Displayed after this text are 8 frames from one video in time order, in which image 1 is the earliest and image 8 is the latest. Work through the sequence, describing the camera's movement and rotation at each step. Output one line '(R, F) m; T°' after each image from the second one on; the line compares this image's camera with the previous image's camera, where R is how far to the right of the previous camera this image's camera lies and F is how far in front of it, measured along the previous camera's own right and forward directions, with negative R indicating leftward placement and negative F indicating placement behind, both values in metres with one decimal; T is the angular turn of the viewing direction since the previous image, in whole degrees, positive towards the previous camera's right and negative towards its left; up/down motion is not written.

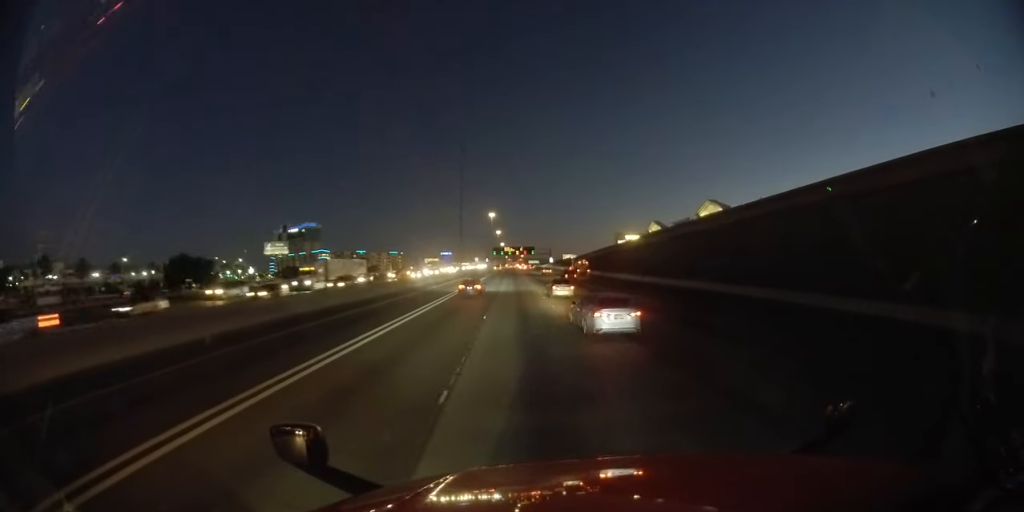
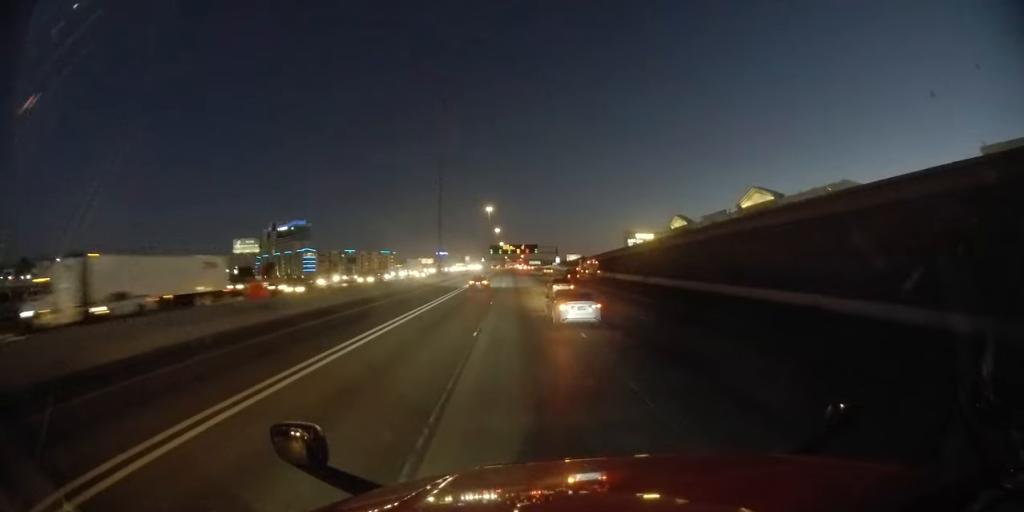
(-0.3, +29.3) m; 0°
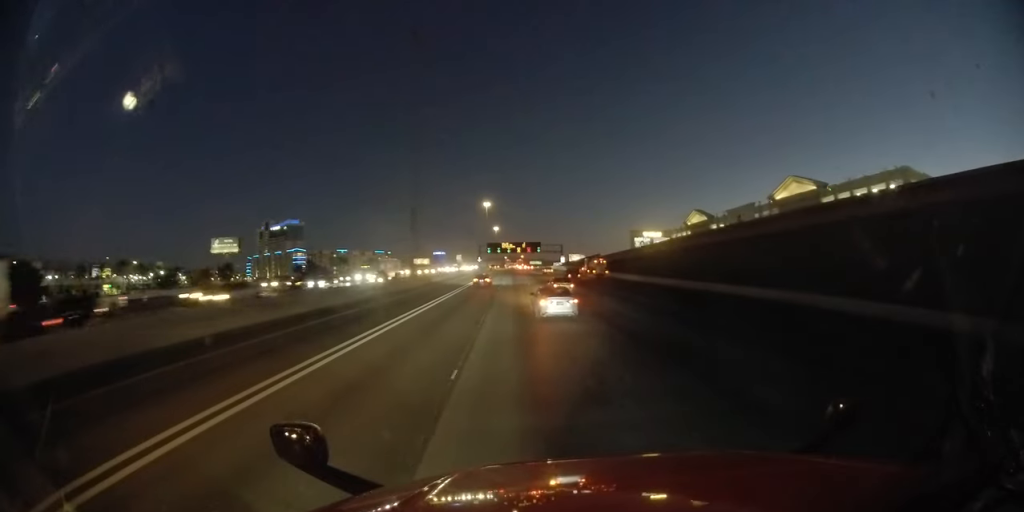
(+0.2, +17.7) m; +1°
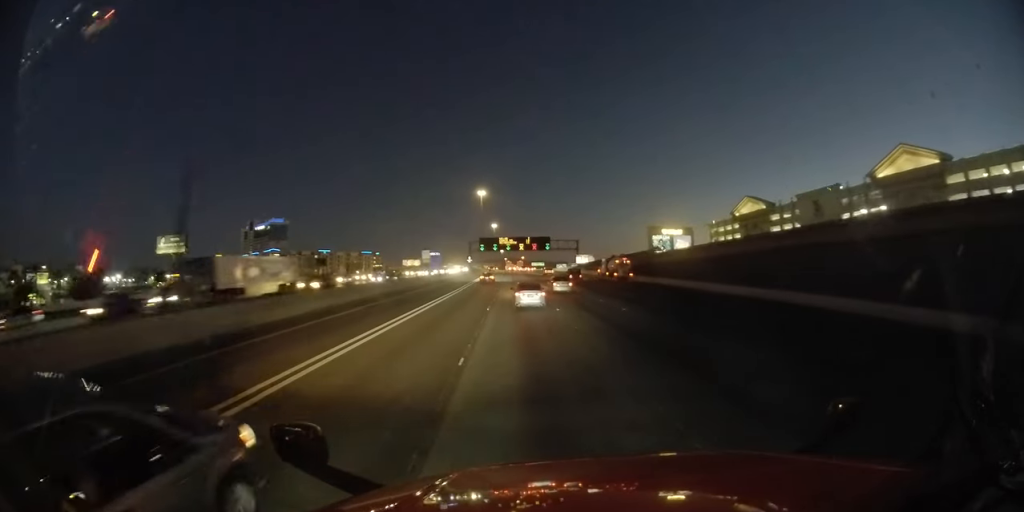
(+0.1, +36.7) m; 0°
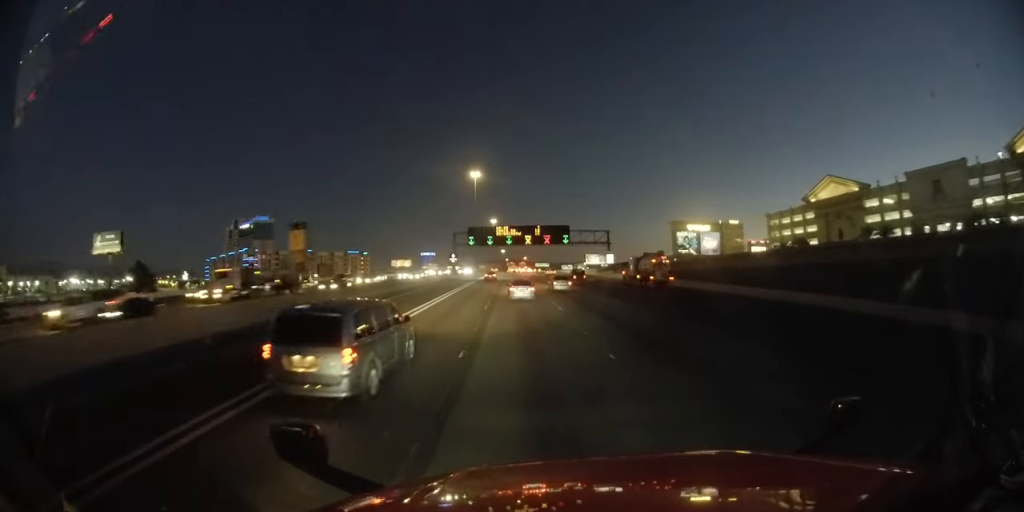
(-0.2, +35.4) m; 0°
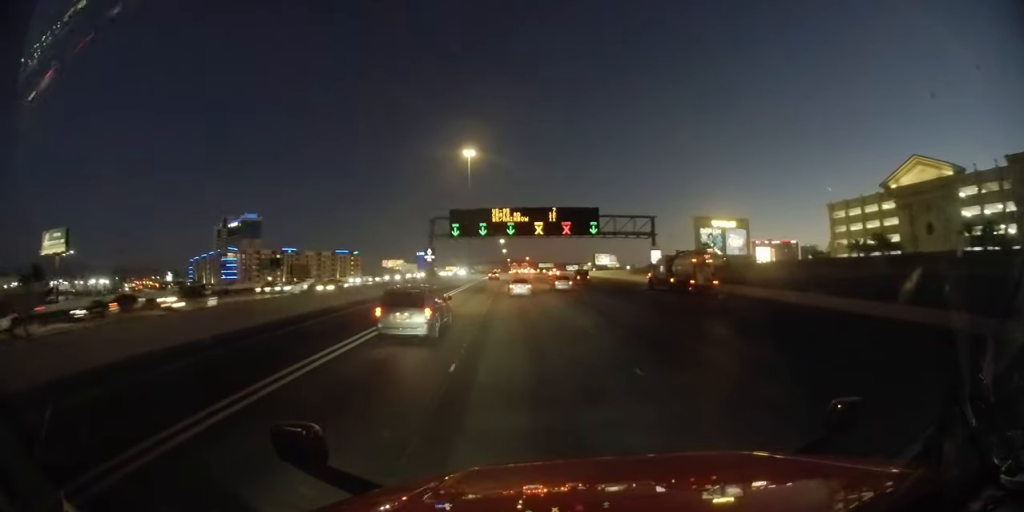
(0.0, +25.4) m; 0°
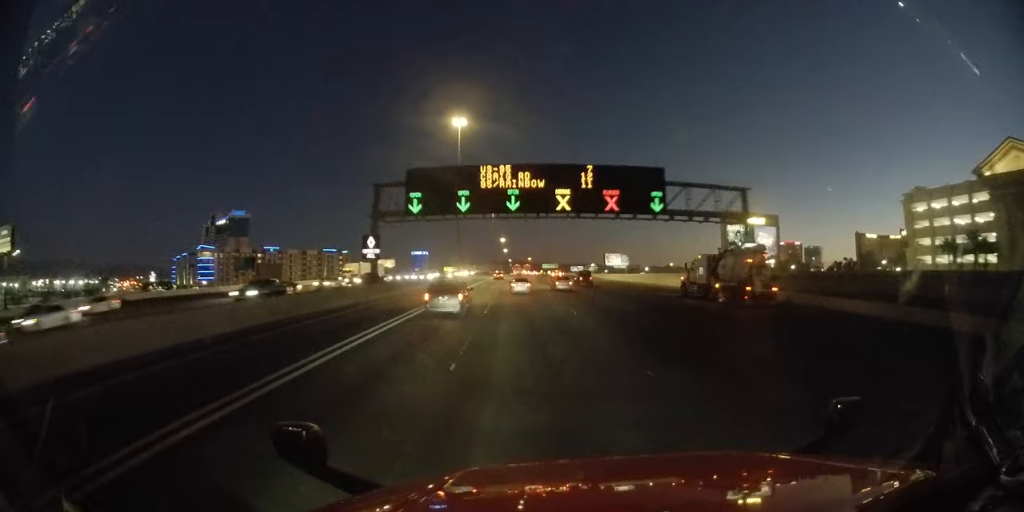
(-0.1, +23.8) m; 0°
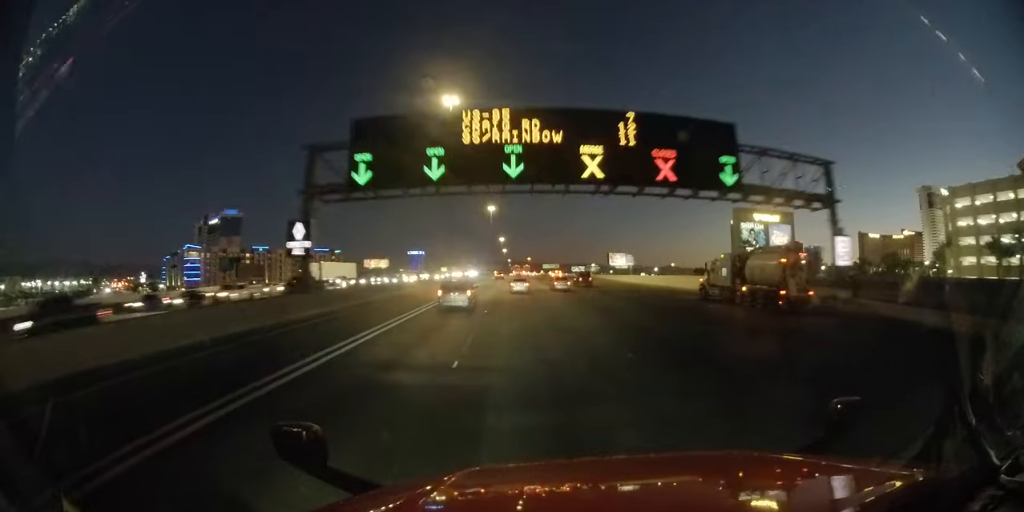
(-0.2, +11.3) m; 0°
